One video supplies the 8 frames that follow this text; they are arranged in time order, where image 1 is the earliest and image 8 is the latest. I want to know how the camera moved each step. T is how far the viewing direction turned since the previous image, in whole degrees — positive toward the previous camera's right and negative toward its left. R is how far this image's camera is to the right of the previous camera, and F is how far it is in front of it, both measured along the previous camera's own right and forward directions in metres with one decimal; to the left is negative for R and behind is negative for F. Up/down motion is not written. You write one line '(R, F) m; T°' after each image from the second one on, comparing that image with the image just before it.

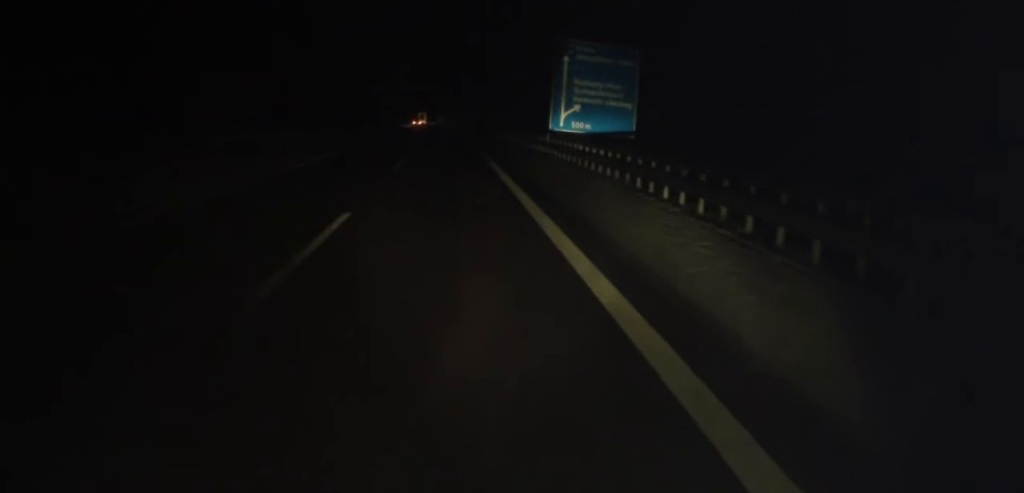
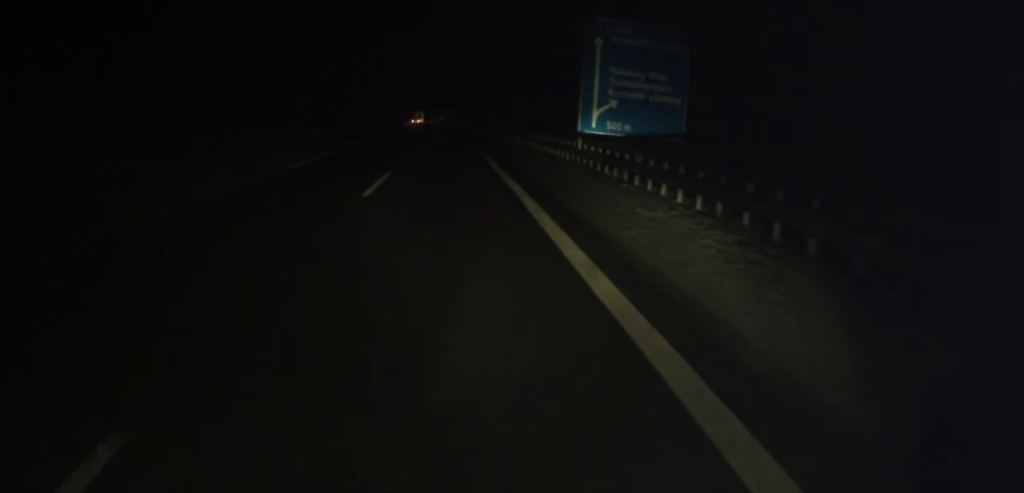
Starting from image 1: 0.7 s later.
(-0.1, +9.2) m; -1°
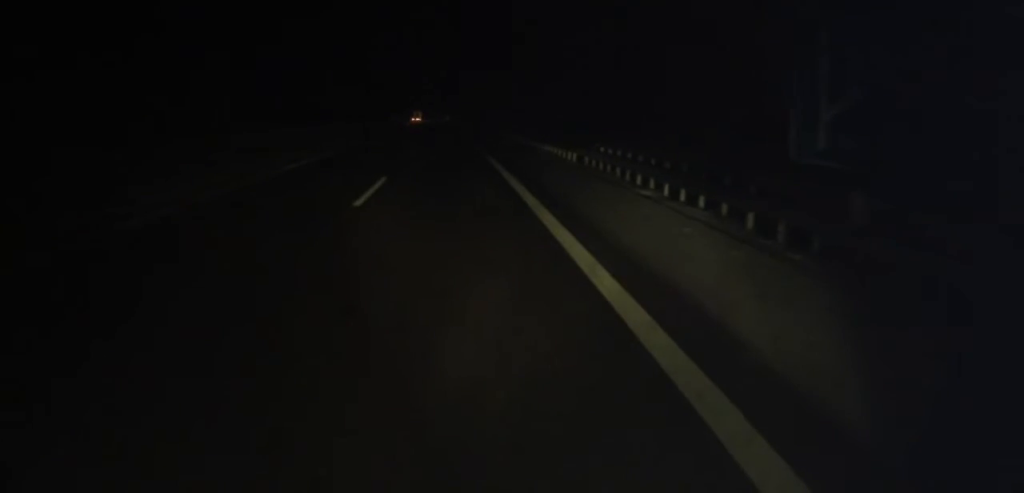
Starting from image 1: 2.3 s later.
(-0.3, +20.1) m; 0°
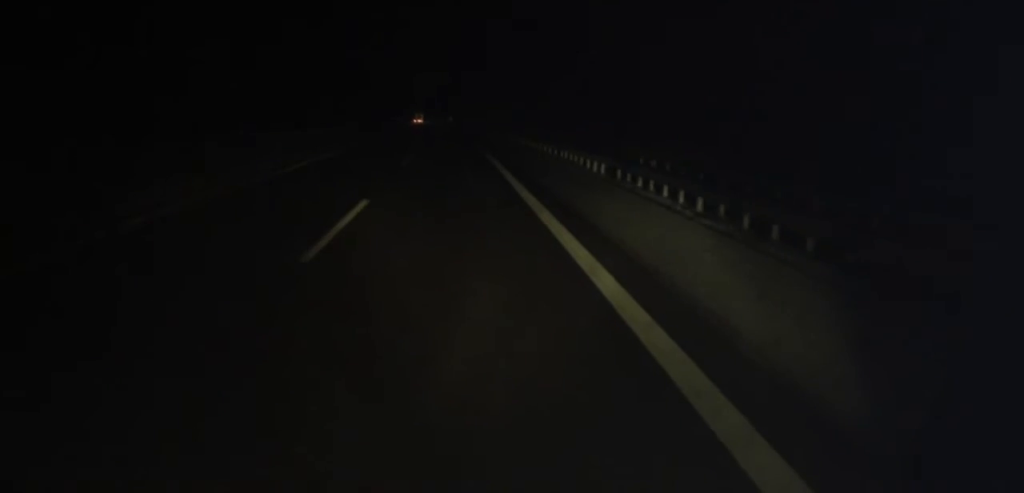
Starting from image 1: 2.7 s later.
(+0.1, +5.0) m; 0°
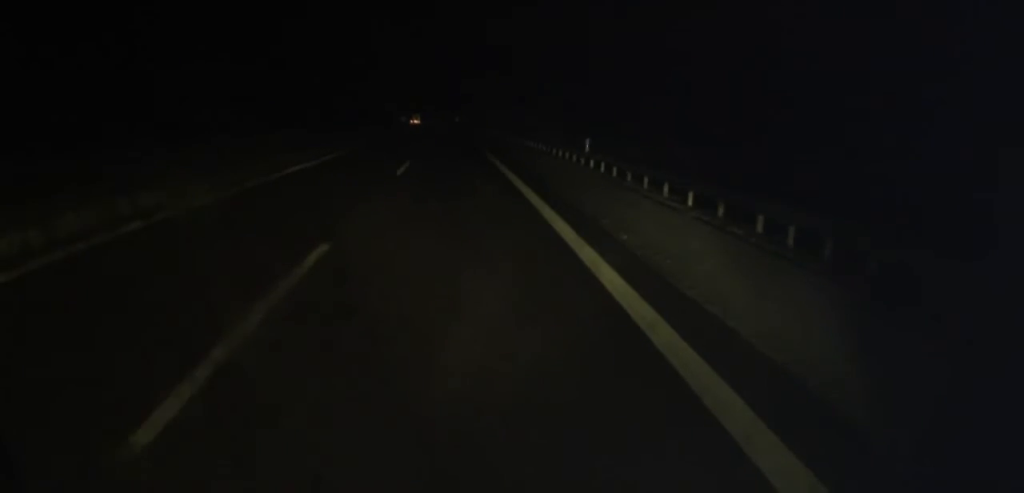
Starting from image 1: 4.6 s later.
(+0.2, +22.9) m; 0°
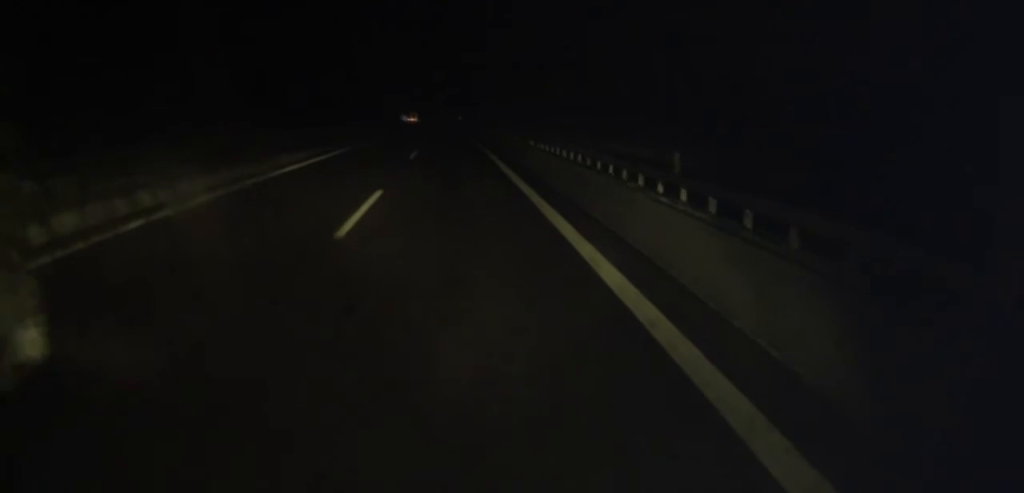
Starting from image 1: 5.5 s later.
(-0.1, +11.3) m; -1°
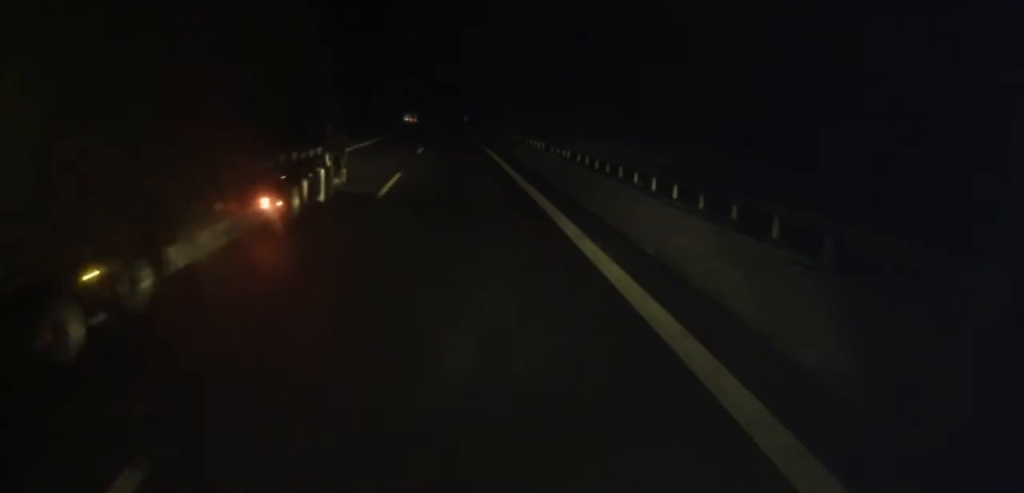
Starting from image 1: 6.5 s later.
(-0.2, +13.0) m; -2°
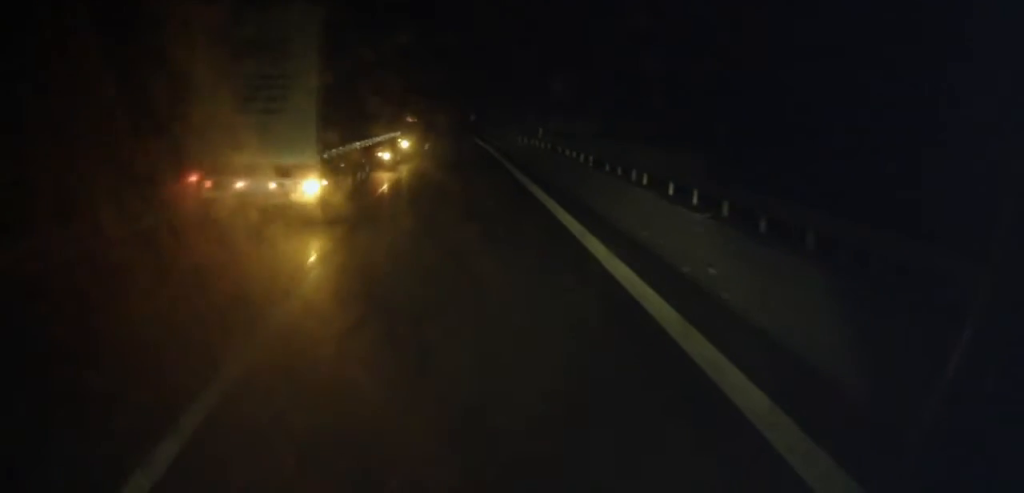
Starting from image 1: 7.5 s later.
(-0.2, +13.0) m; -1°
